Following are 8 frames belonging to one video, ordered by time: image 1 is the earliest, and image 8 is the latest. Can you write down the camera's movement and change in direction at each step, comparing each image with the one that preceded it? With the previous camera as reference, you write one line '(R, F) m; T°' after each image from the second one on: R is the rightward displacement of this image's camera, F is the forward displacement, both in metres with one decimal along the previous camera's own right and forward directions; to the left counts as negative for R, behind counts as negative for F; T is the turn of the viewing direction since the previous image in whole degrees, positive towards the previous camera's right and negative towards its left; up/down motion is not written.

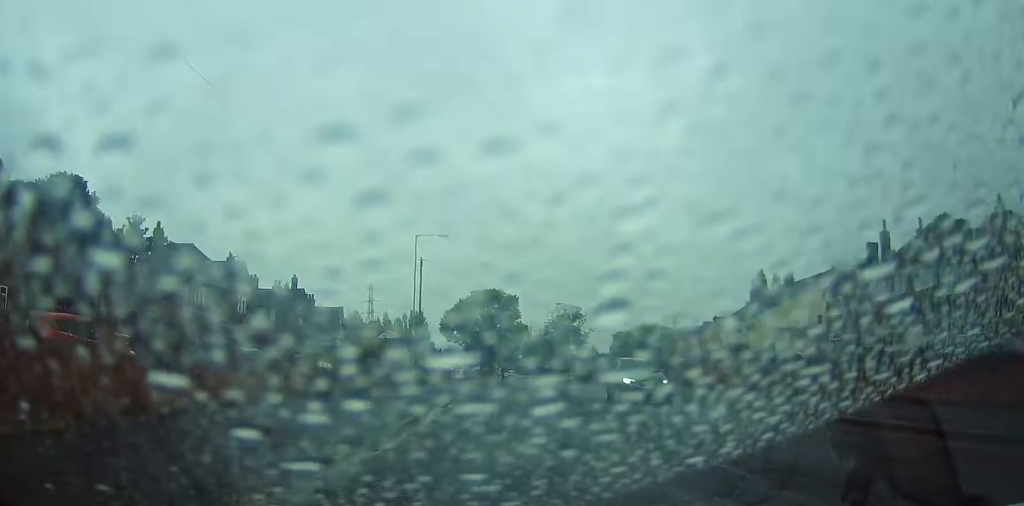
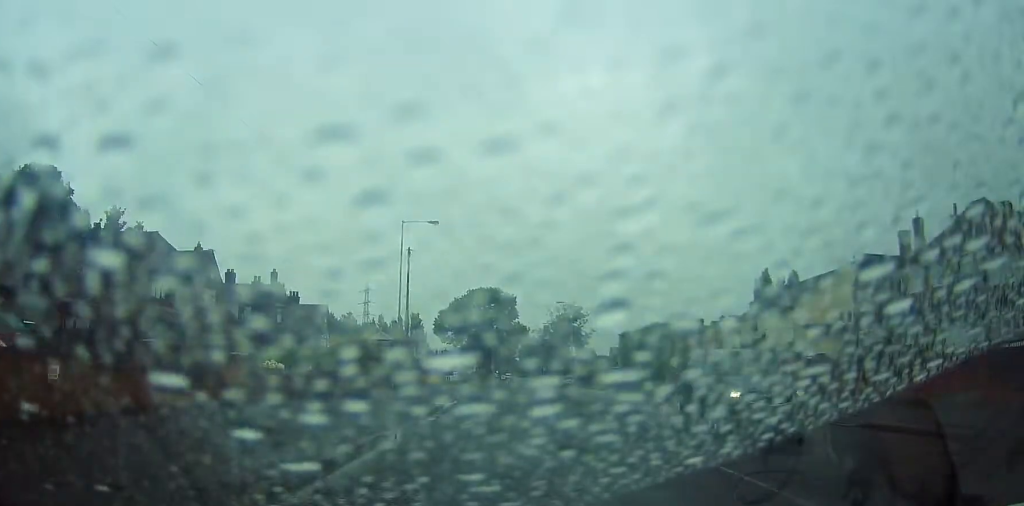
(+0.2, +5.1) m; -1°
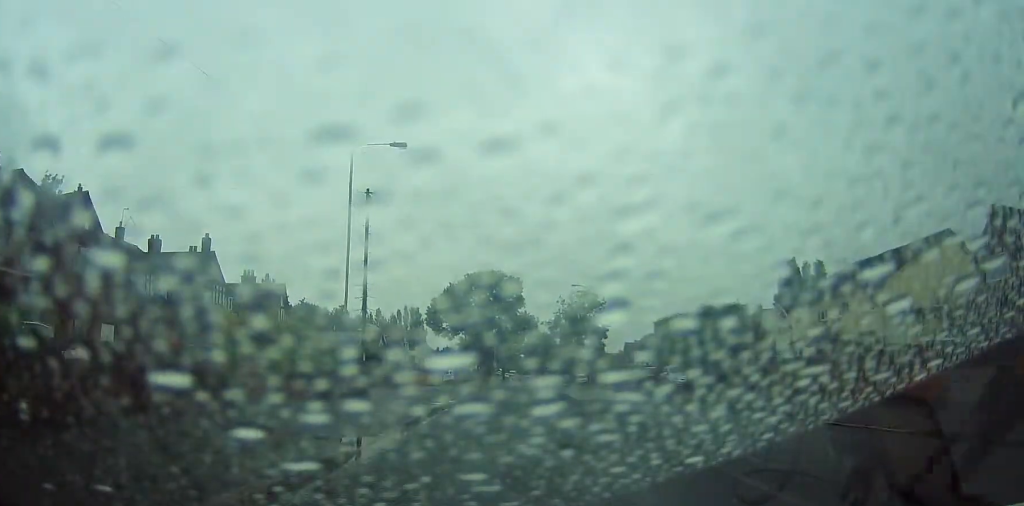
(-0.4, +14.9) m; 0°
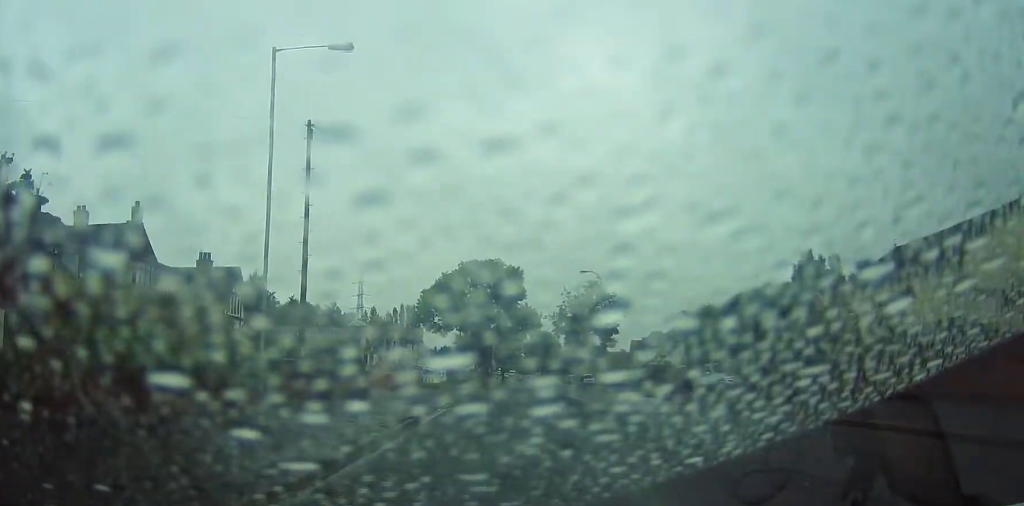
(+0.2, +9.4) m; +1°
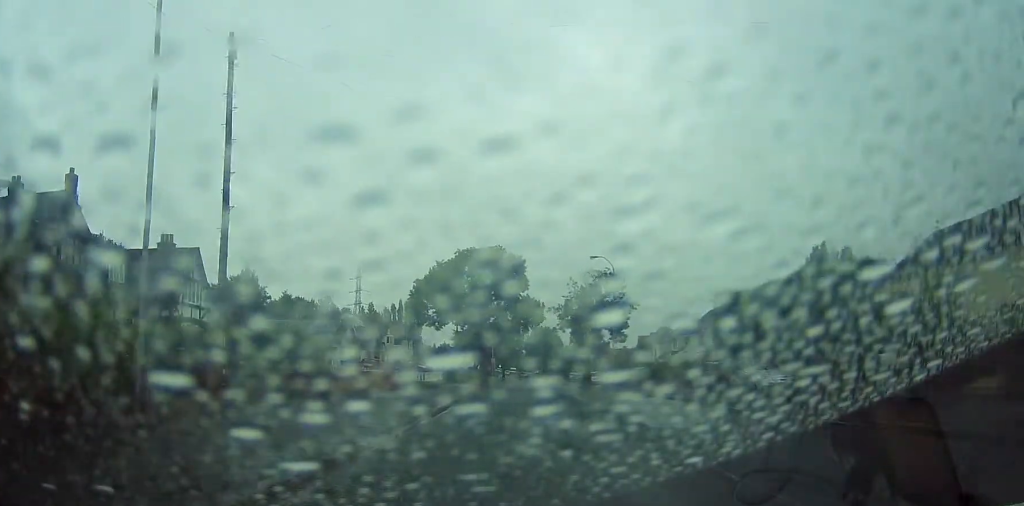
(-0.1, +6.7) m; 0°
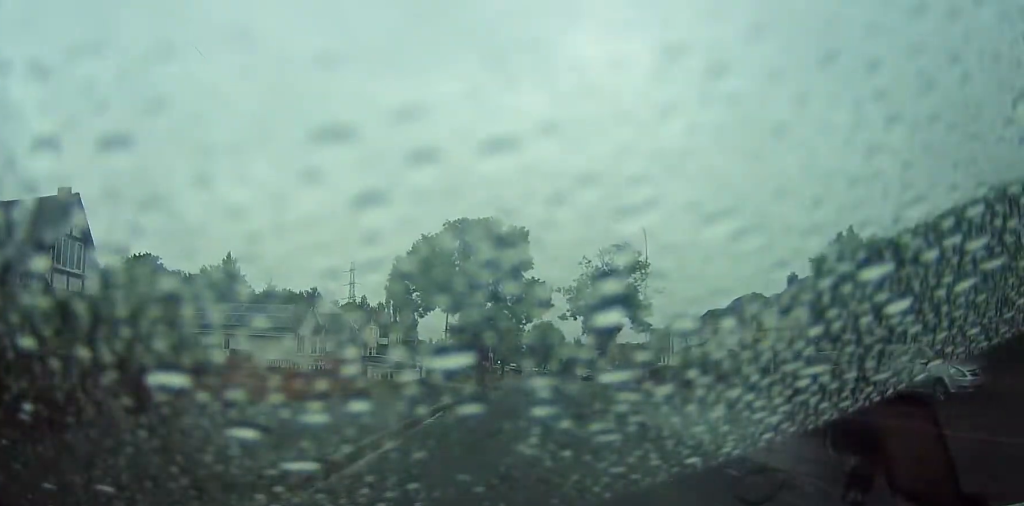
(+0.1, +12.6) m; -1°
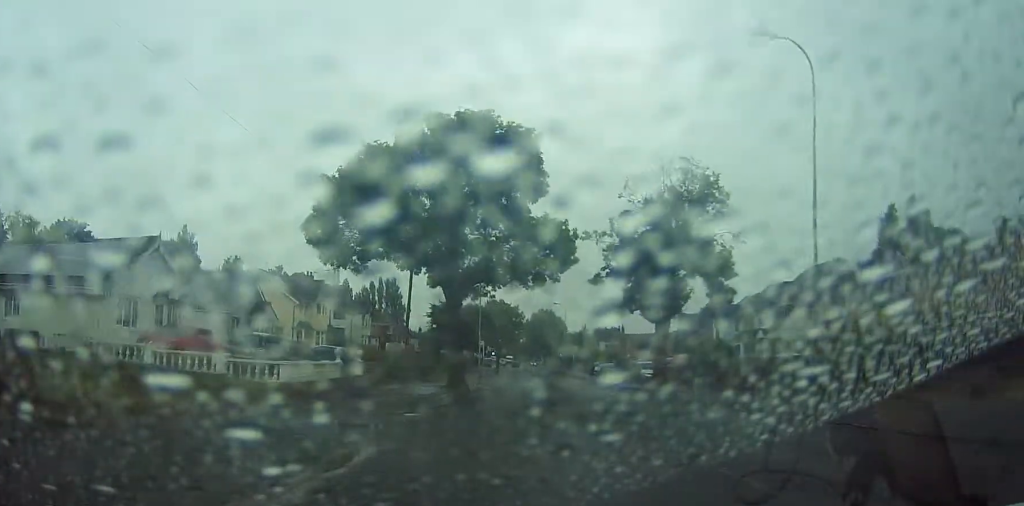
(-0.4, +24.1) m; 0°
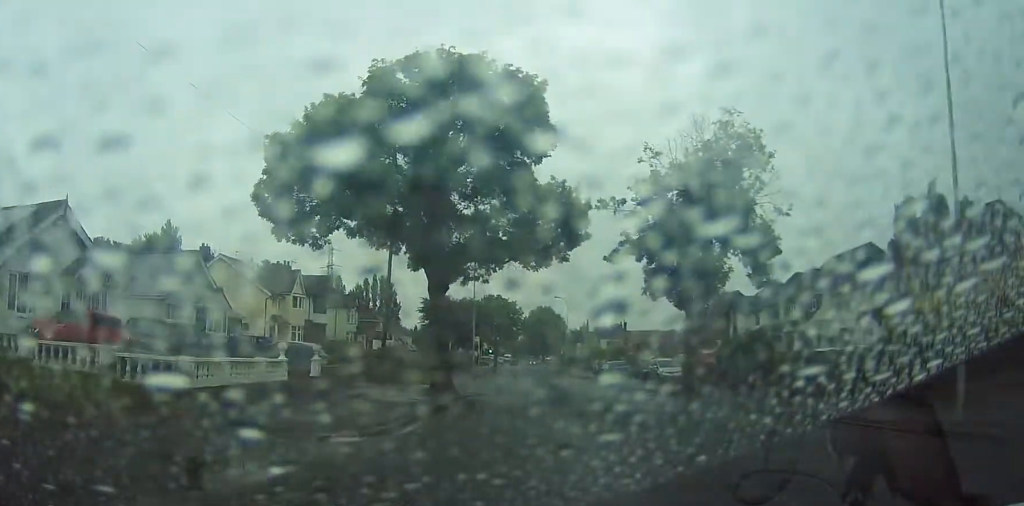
(0.0, +6.7) m; 0°
